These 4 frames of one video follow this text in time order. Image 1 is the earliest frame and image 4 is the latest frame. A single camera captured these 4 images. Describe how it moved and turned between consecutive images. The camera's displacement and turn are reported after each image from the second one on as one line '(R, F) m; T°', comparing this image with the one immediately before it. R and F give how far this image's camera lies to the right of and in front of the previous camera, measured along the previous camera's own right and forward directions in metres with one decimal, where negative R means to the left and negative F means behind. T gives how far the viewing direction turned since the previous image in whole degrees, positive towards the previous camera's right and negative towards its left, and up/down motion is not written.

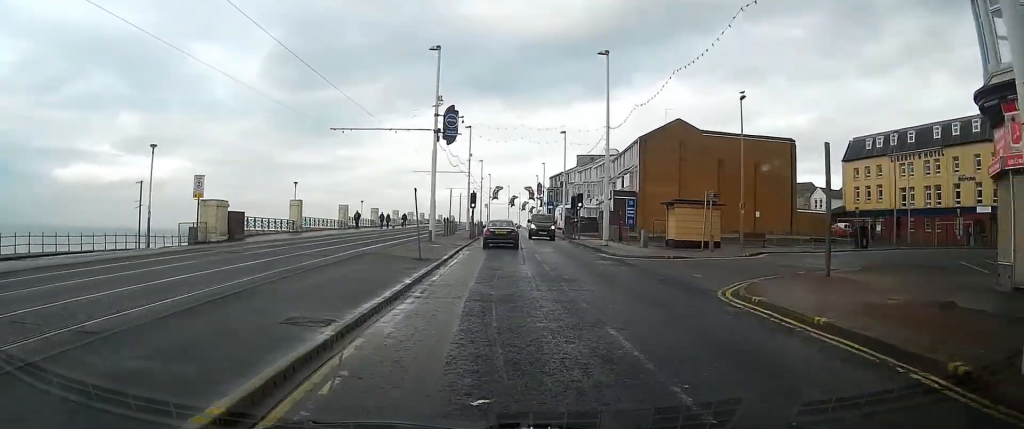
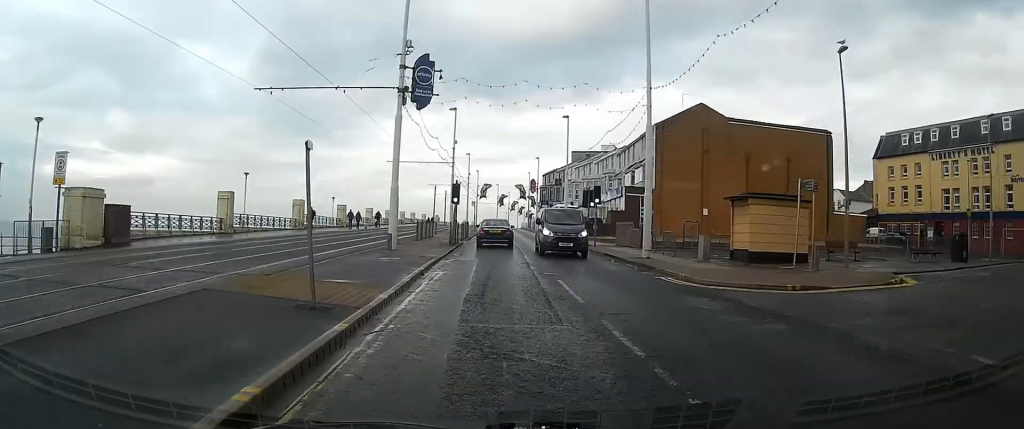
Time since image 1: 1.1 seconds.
(+0.1, +11.3) m; +1°
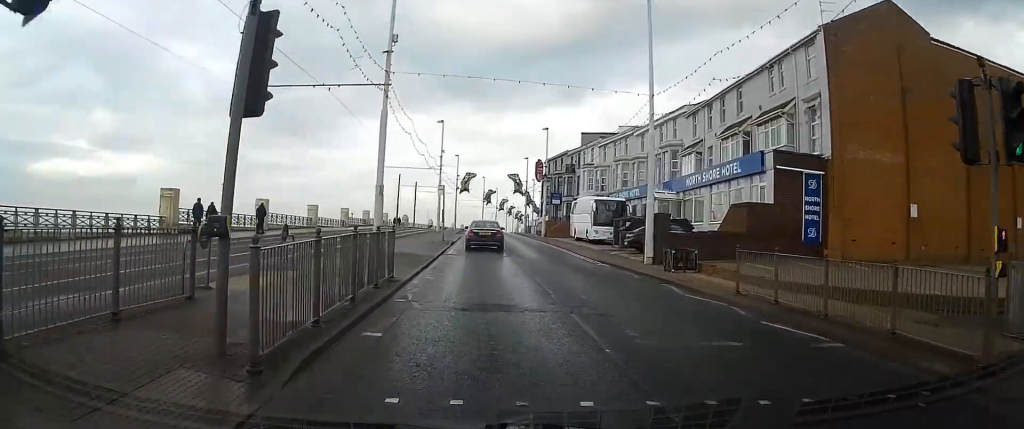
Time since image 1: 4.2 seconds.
(+0.5, +33.8) m; +1°
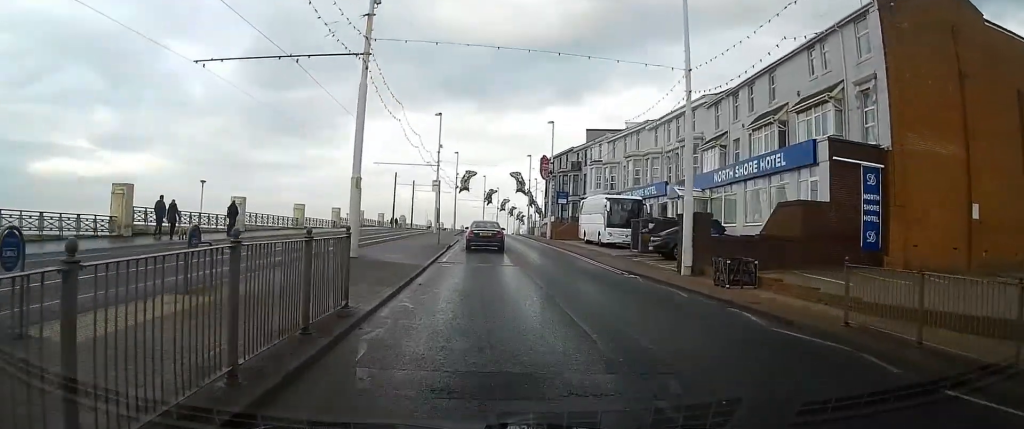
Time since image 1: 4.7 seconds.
(0.0, +4.6) m; 0°
